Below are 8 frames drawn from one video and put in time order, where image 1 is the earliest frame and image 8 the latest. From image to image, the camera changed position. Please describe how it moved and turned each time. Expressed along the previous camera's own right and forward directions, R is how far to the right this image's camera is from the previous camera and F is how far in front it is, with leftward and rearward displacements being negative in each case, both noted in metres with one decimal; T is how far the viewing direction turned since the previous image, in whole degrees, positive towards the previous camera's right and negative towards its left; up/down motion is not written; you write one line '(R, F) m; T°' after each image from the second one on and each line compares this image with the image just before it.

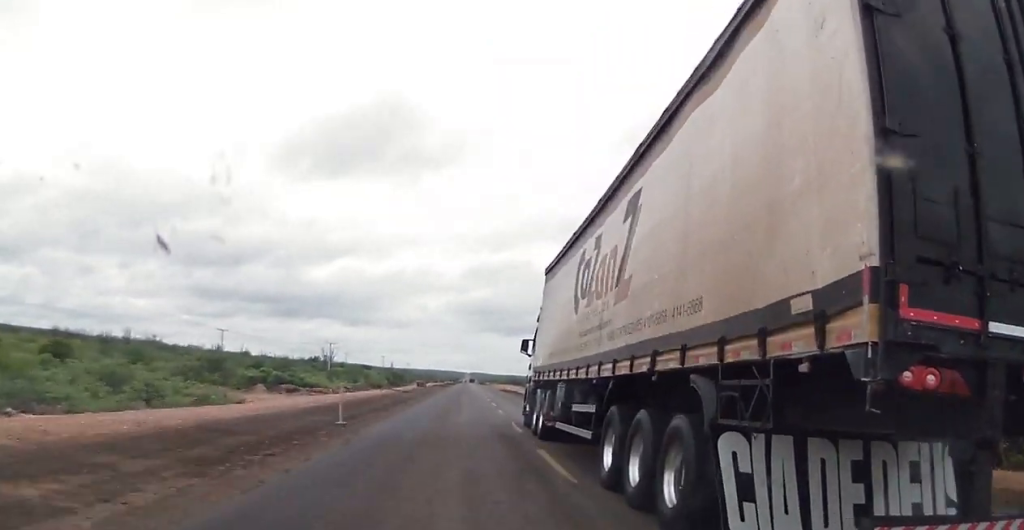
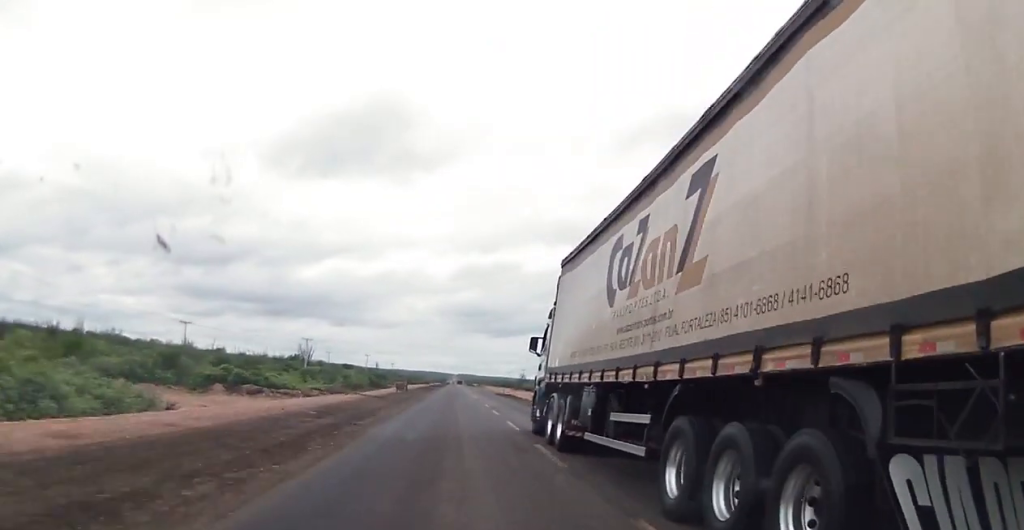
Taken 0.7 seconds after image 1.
(-0.1, +14.3) m; +1°
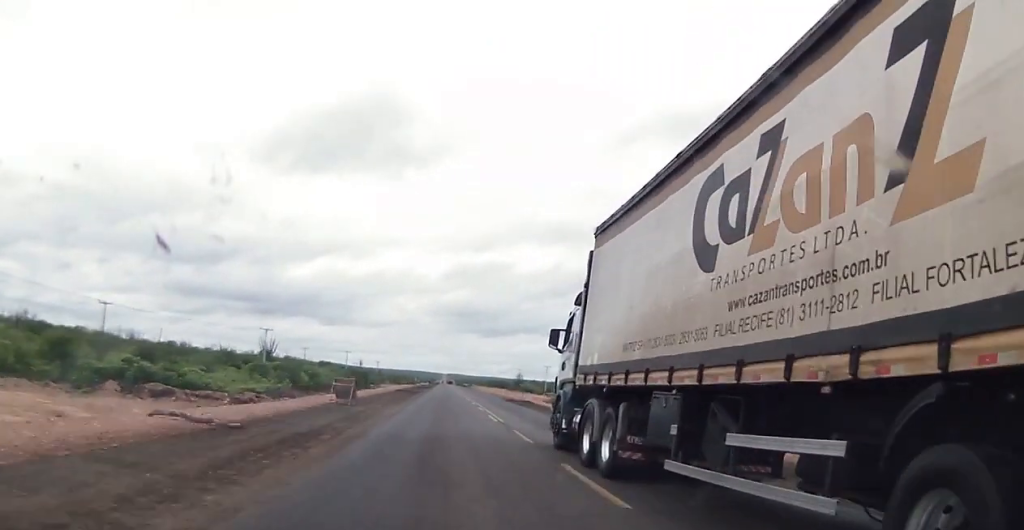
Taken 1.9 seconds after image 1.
(+0.6, +28.3) m; +1°
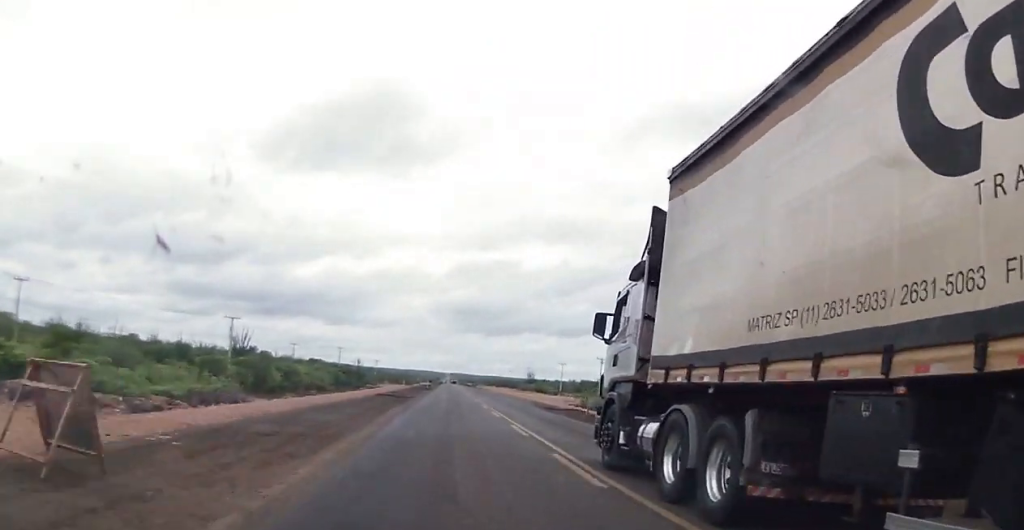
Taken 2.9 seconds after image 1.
(0.0, +22.8) m; 0°
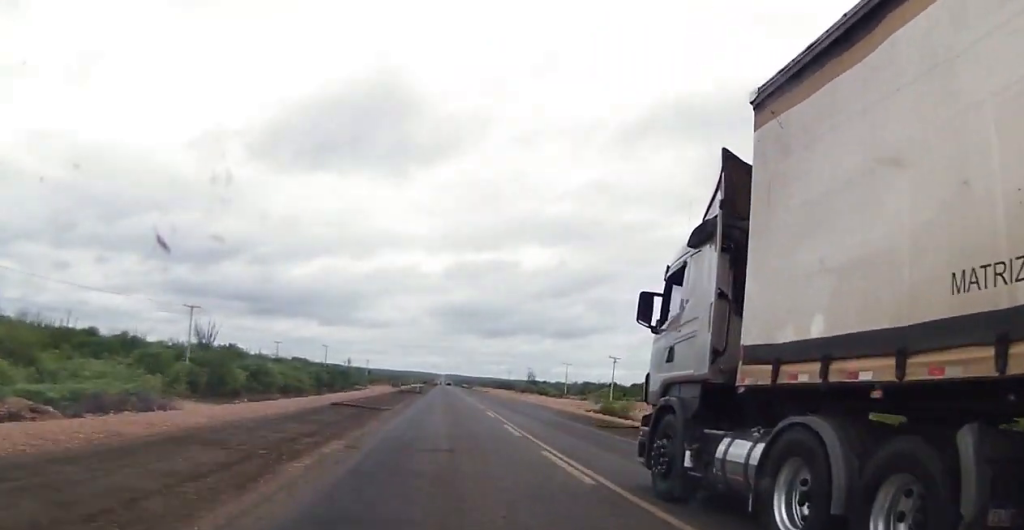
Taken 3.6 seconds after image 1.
(-0.1, +15.5) m; +1°
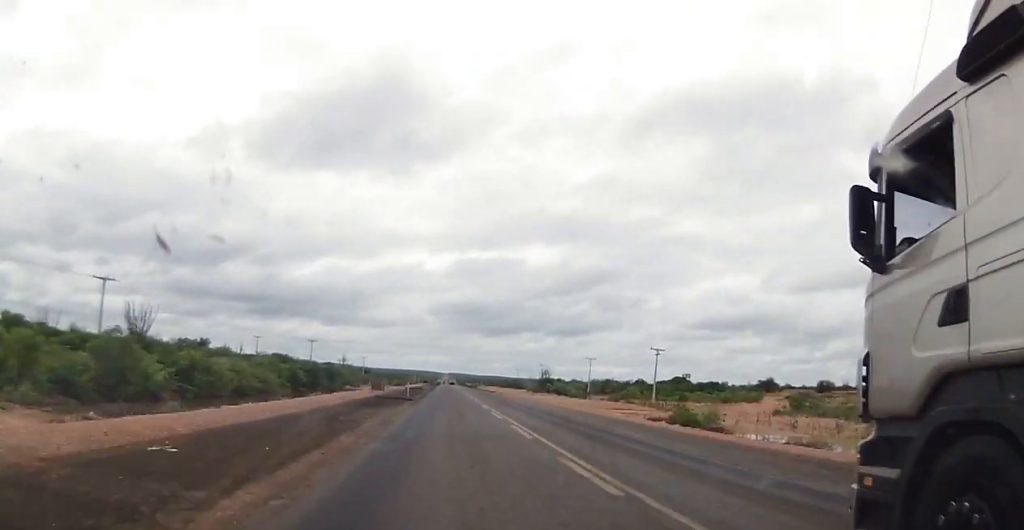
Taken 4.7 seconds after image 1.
(+0.4, +26.1) m; 0°
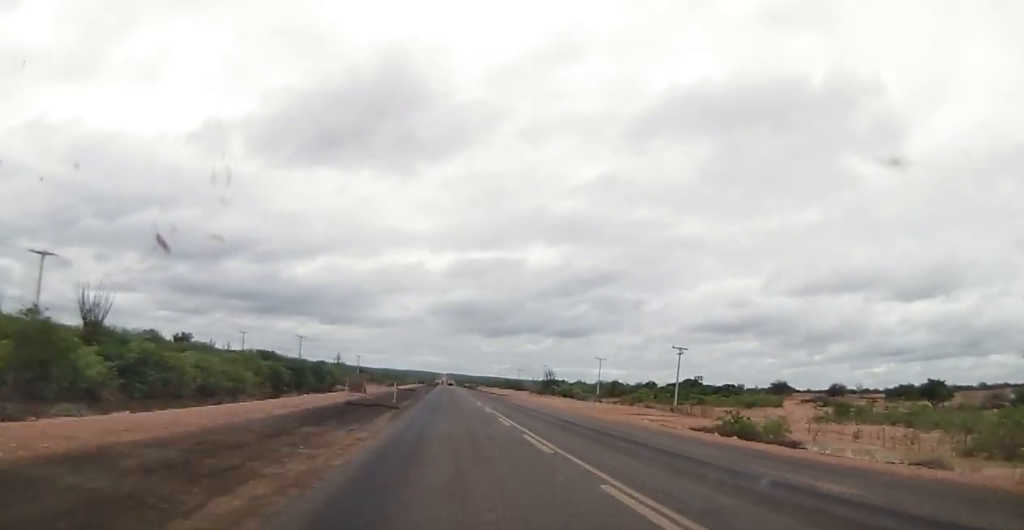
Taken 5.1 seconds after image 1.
(-0.2, +11.7) m; 0°
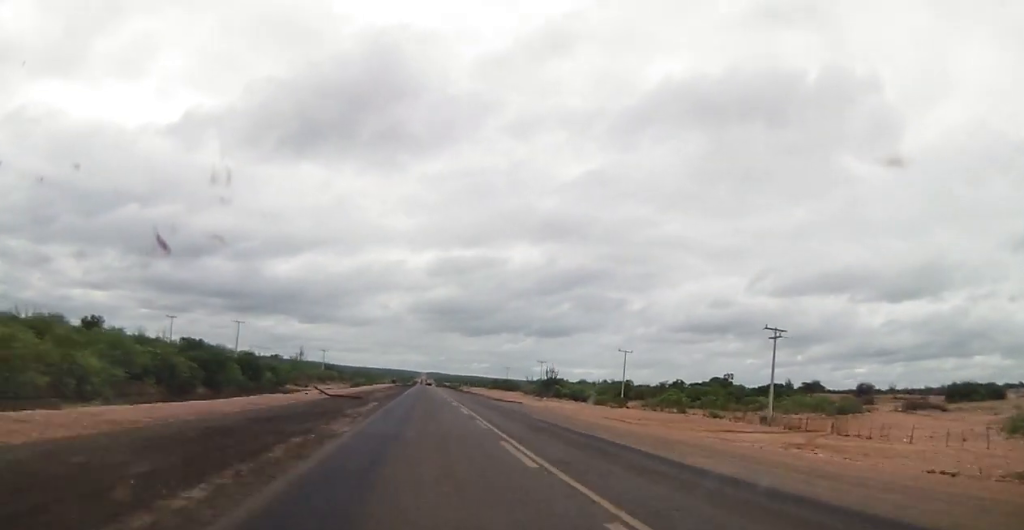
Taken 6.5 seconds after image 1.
(+0.1, +35.6) m; +1°
